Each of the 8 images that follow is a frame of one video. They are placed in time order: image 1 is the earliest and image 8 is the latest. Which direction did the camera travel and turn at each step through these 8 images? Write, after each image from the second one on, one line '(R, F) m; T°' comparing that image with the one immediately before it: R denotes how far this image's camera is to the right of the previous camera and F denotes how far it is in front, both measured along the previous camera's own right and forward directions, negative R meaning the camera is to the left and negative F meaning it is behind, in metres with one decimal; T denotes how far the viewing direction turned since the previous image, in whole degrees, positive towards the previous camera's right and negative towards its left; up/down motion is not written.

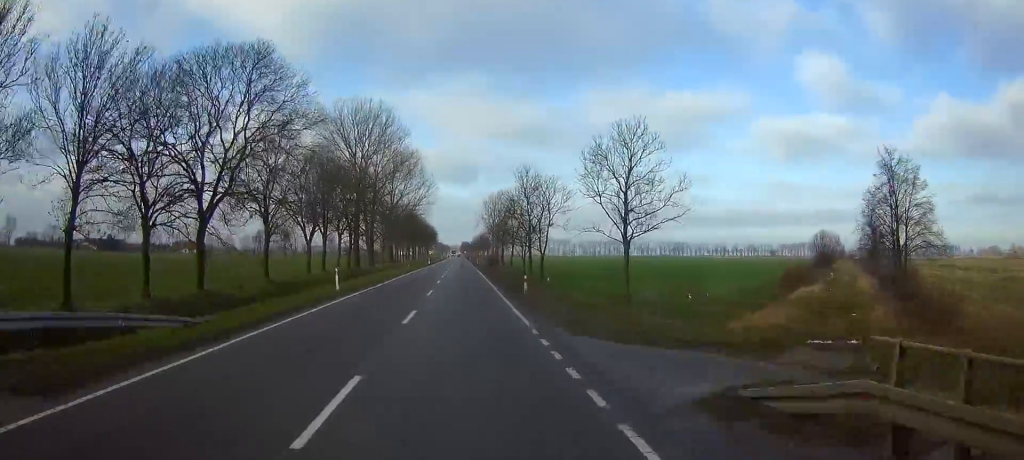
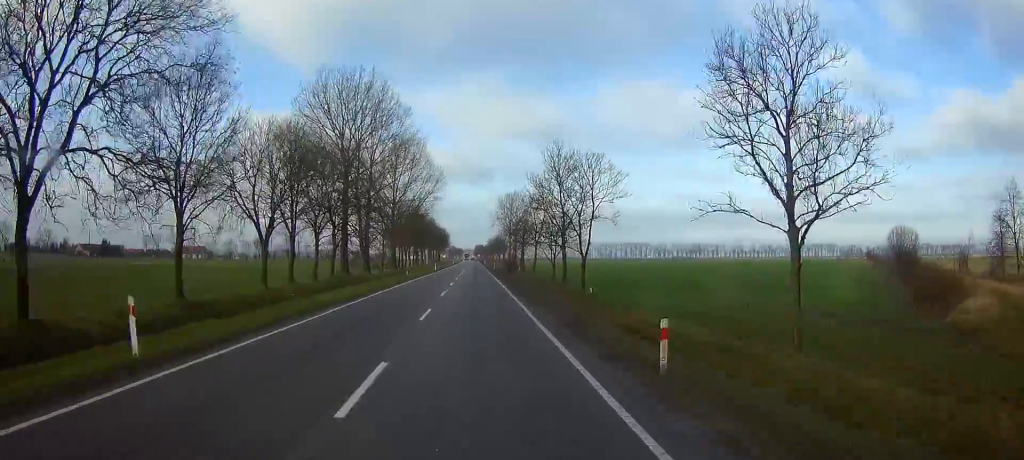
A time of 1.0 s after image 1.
(-0.1, +23.2) m; 0°
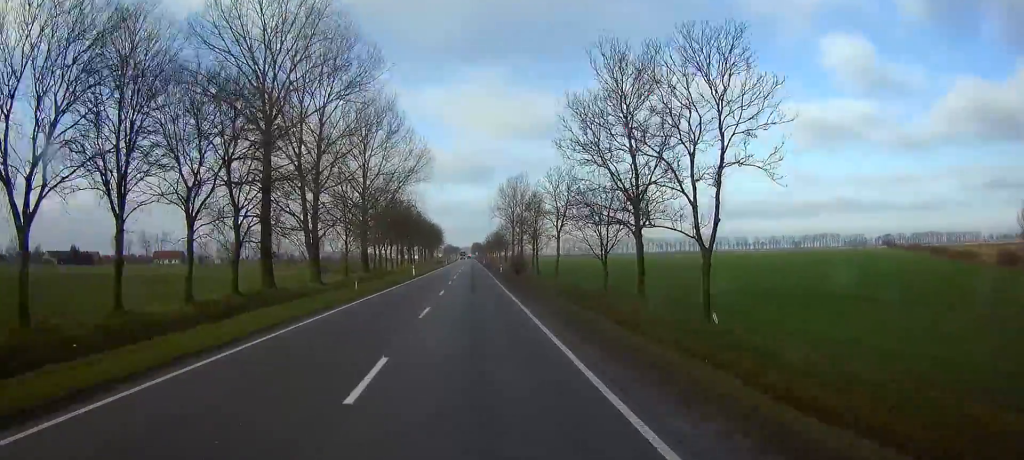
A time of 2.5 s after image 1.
(-0.1, +36.1) m; 0°
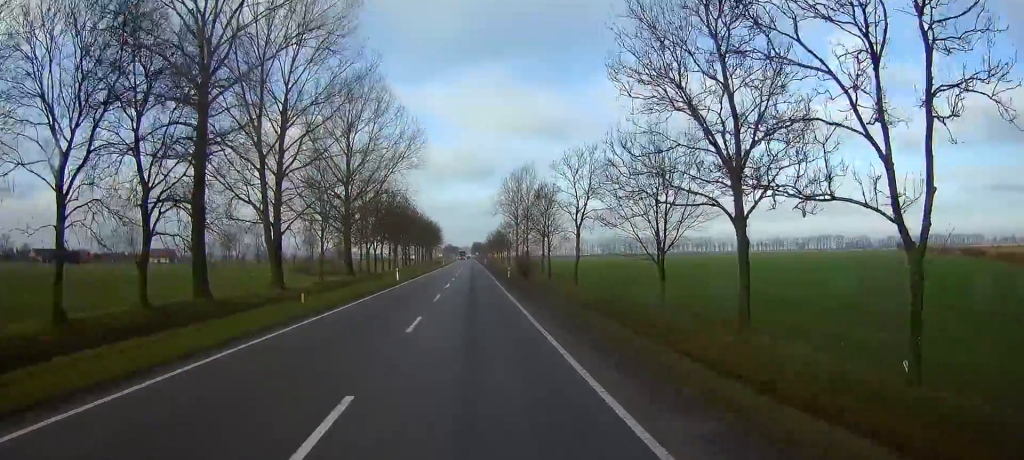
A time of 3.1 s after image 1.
(-0.1, +16.0) m; 0°
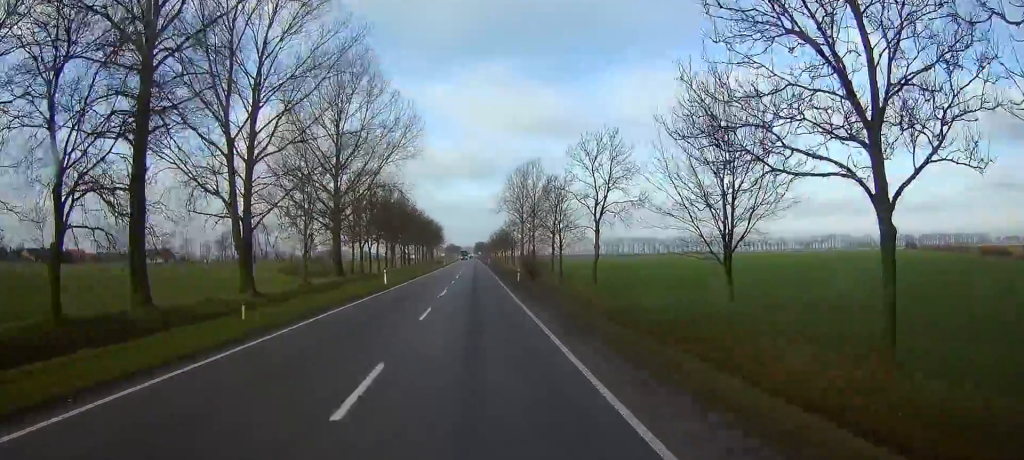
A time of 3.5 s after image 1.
(0.0, +9.6) m; 0°
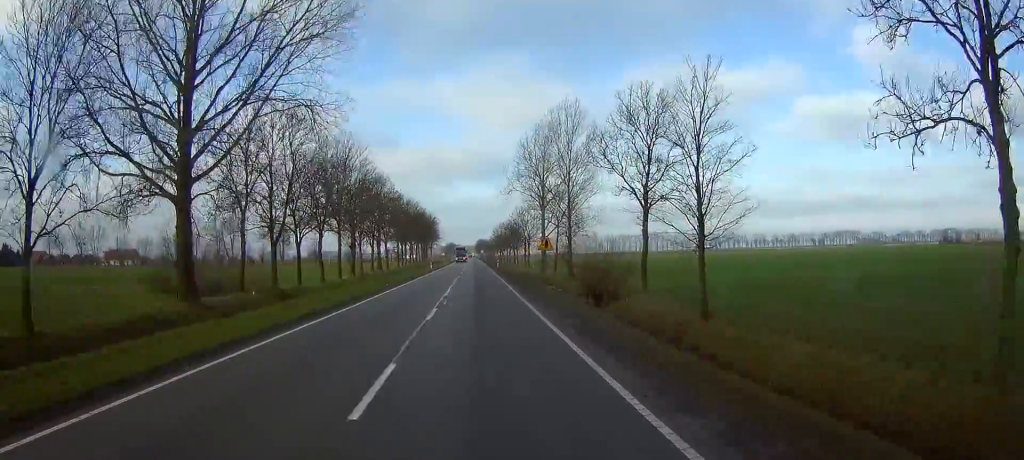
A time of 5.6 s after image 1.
(-0.1, +49.8) m; 0°
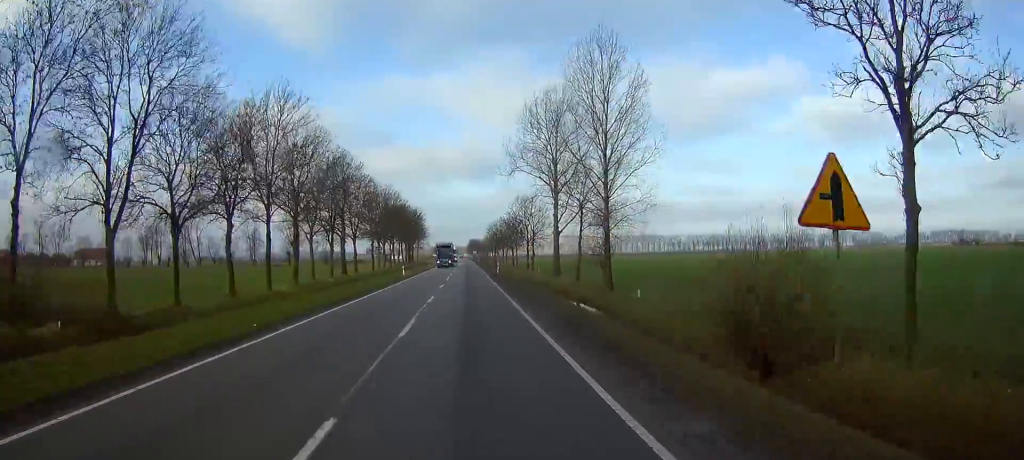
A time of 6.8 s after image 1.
(+0.1, +28.8) m; 0°
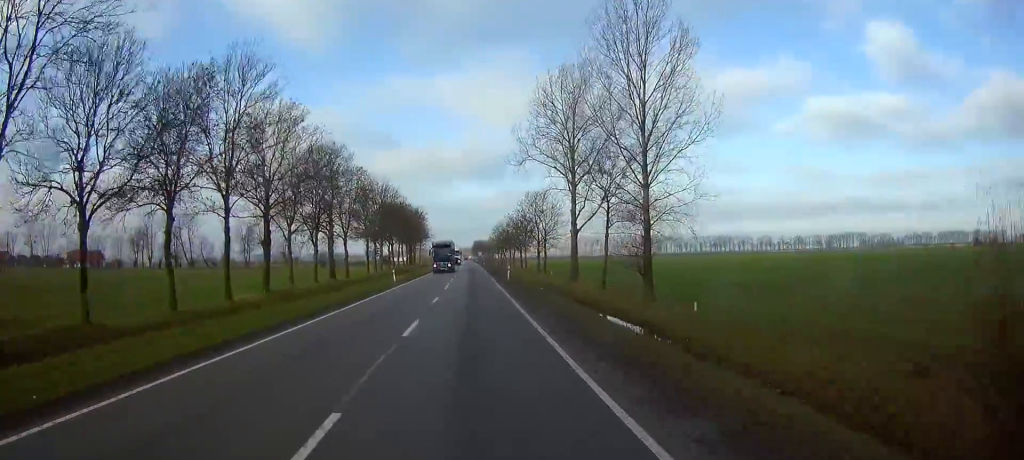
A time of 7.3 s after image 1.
(0.0, +12.0) m; 0°
